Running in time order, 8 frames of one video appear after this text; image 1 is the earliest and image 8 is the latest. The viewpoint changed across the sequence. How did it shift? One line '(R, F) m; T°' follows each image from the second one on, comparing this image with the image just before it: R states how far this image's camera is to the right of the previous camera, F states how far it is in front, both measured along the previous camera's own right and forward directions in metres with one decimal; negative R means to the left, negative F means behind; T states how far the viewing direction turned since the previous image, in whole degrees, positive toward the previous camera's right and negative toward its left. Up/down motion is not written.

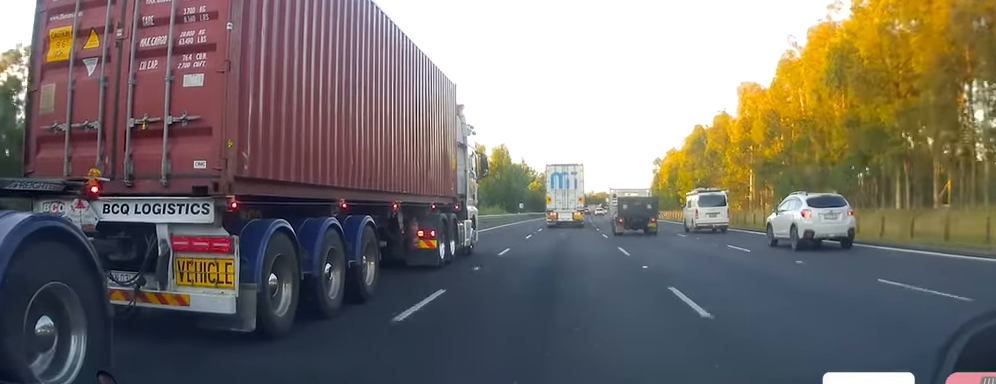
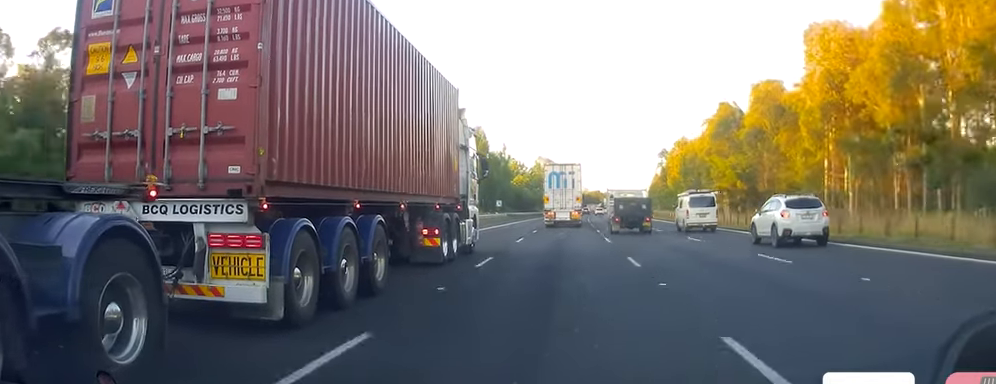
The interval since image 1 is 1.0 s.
(+0.3, +28.2) m; 0°
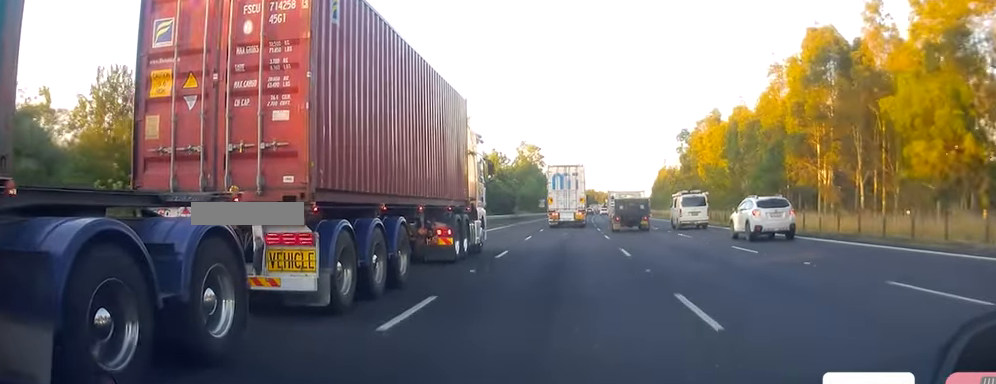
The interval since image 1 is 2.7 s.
(+0.6, +44.4) m; +1°
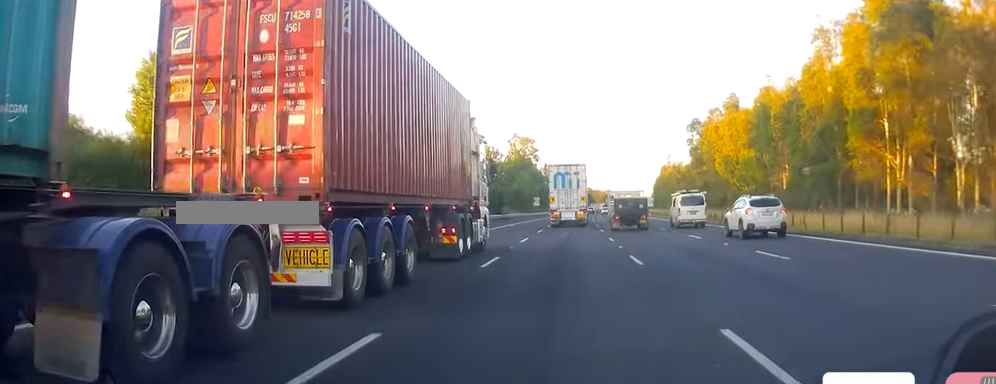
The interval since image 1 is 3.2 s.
(-0.3, +15.4) m; 0°
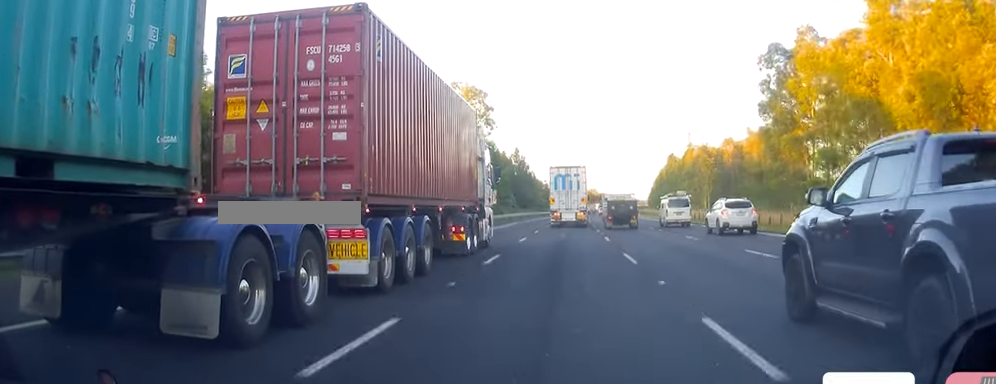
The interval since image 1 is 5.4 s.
(+1.0, +59.2) m; +1°
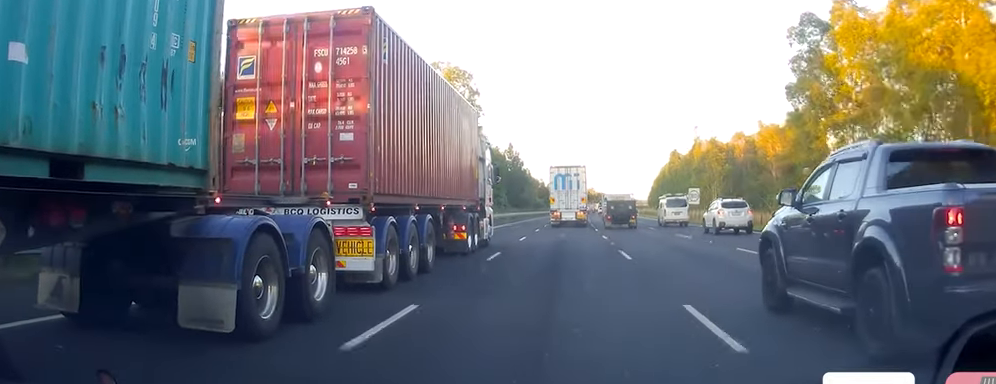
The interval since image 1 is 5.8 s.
(0.0, +10.9) m; 0°
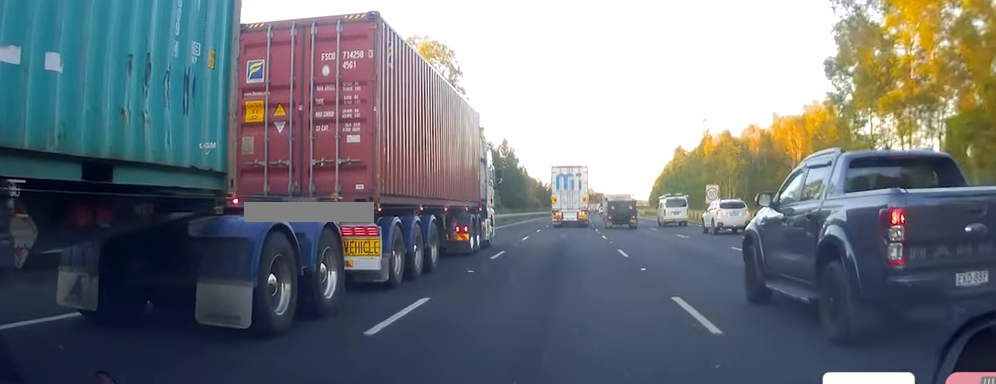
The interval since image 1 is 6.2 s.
(-0.1, +10.8) m; 0°
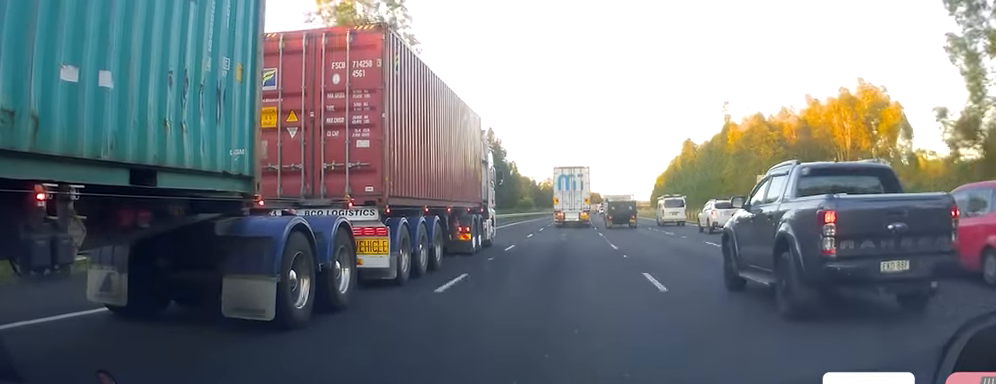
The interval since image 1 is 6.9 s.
(-0.1, +19.9) m; +1°
